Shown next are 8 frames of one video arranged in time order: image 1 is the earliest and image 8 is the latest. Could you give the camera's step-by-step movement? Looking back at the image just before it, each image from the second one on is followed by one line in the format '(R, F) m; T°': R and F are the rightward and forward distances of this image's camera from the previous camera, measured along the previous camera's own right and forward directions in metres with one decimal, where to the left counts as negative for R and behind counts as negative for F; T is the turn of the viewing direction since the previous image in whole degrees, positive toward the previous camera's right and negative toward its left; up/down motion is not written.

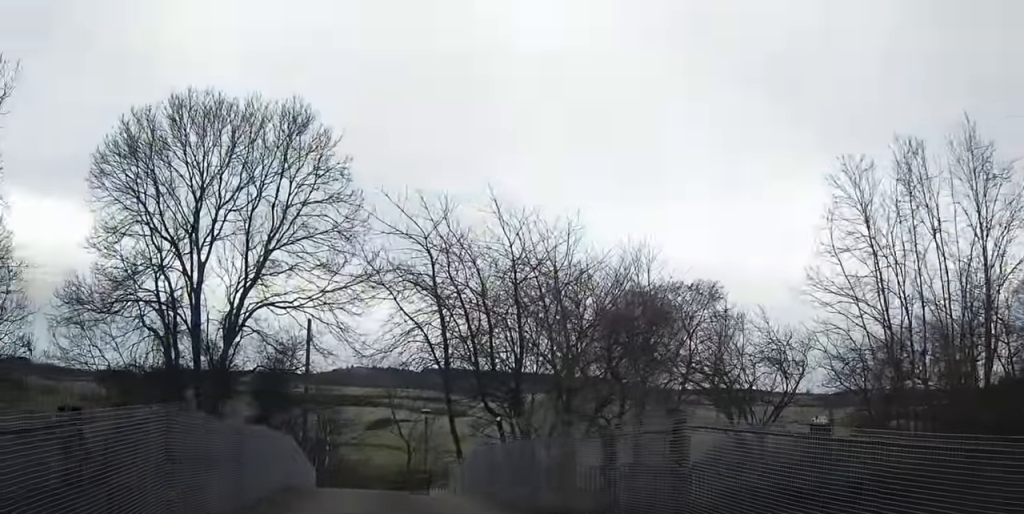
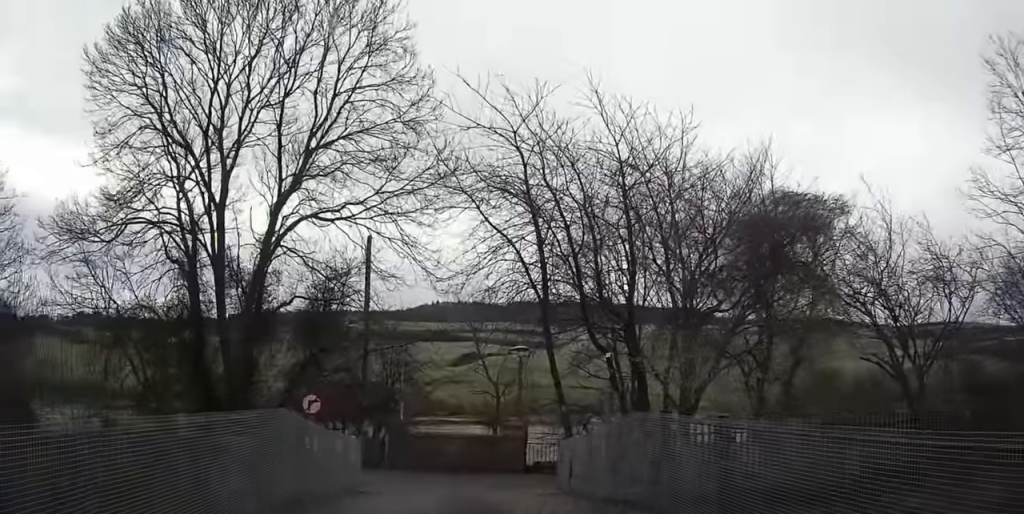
(-0.8, +6.6) m; -9°
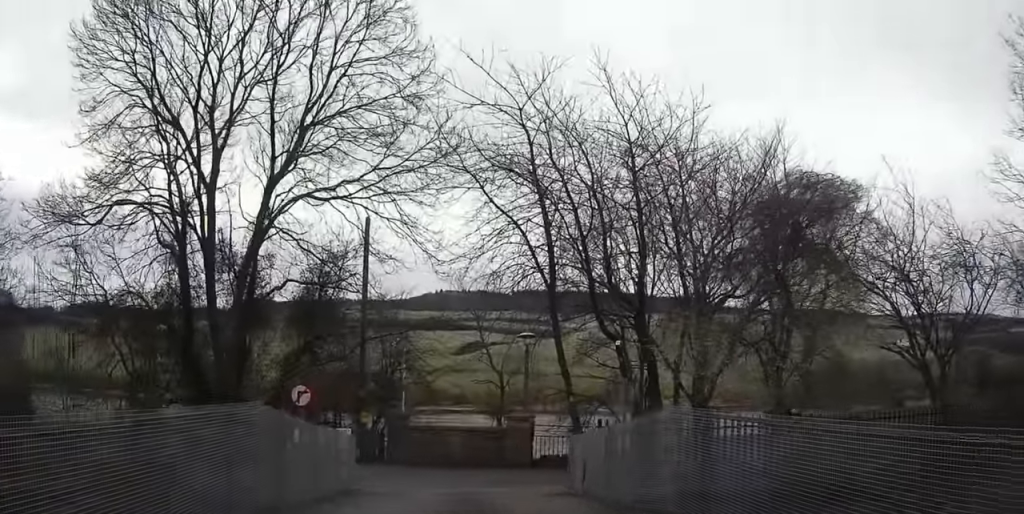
(0.0, +1.0) m; -2°
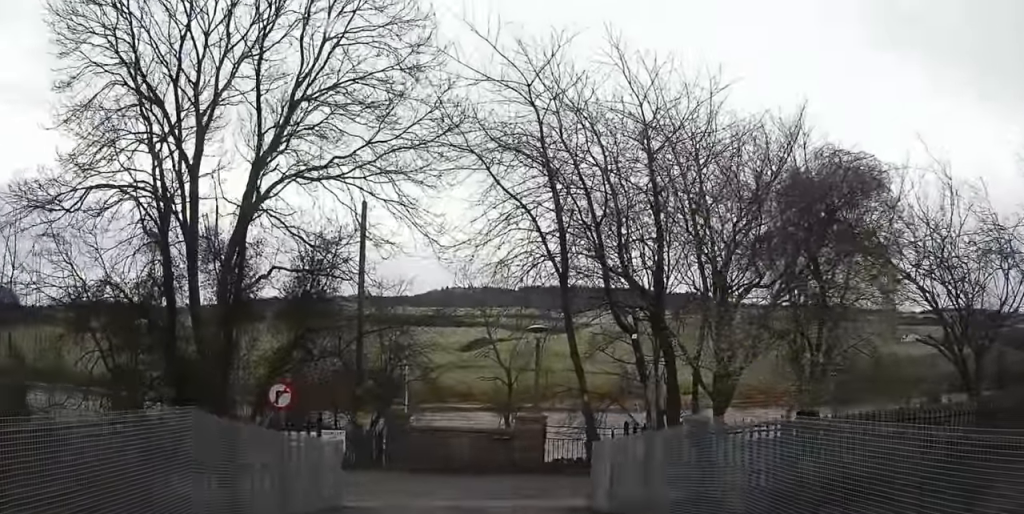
(0.0, +1.5) m; -5°
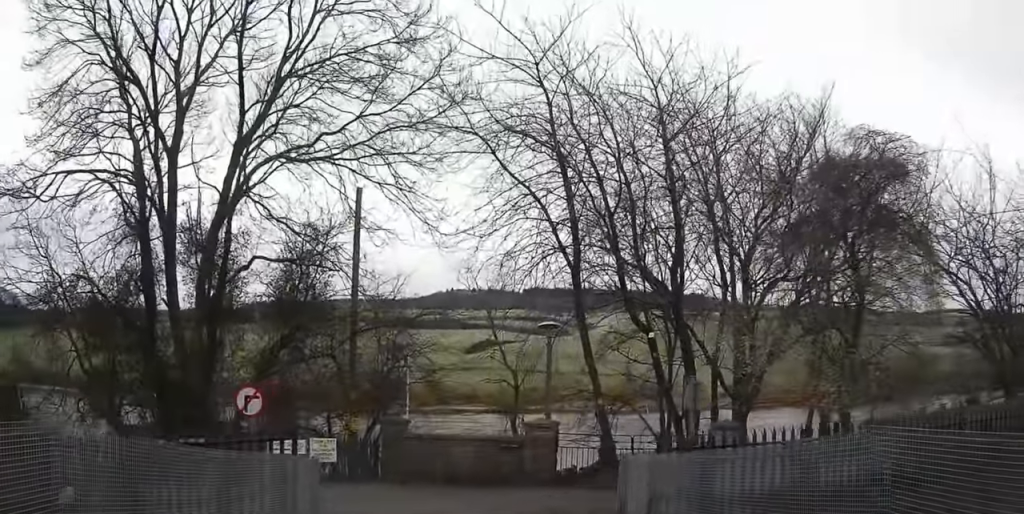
(-0.1, +1.4) m; -6°
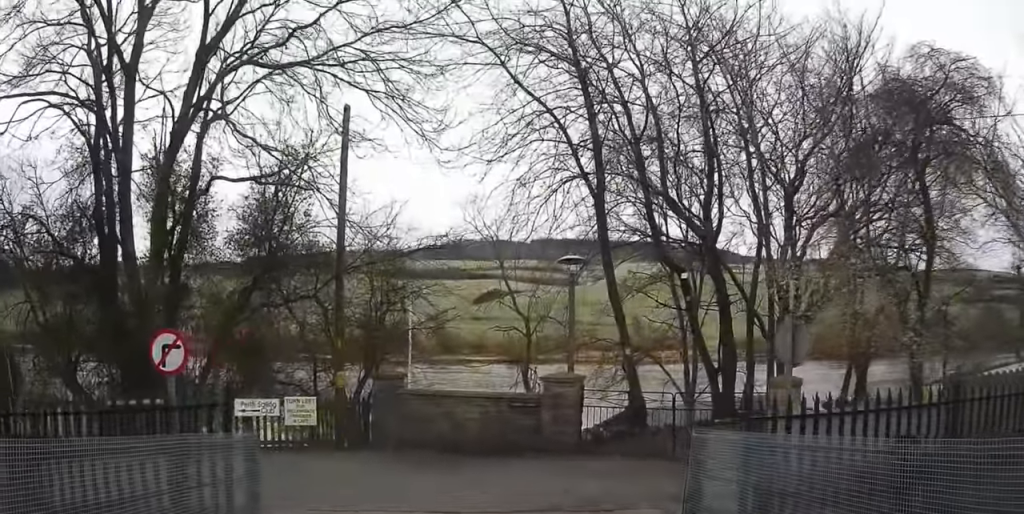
(-0.1, +2.1) m; -2°
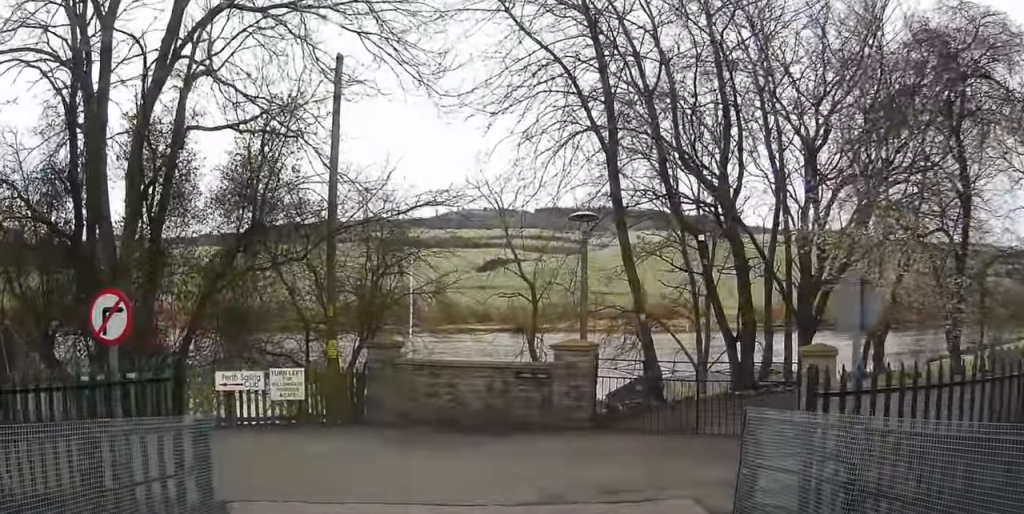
(0.0, +0.9) m; 0°
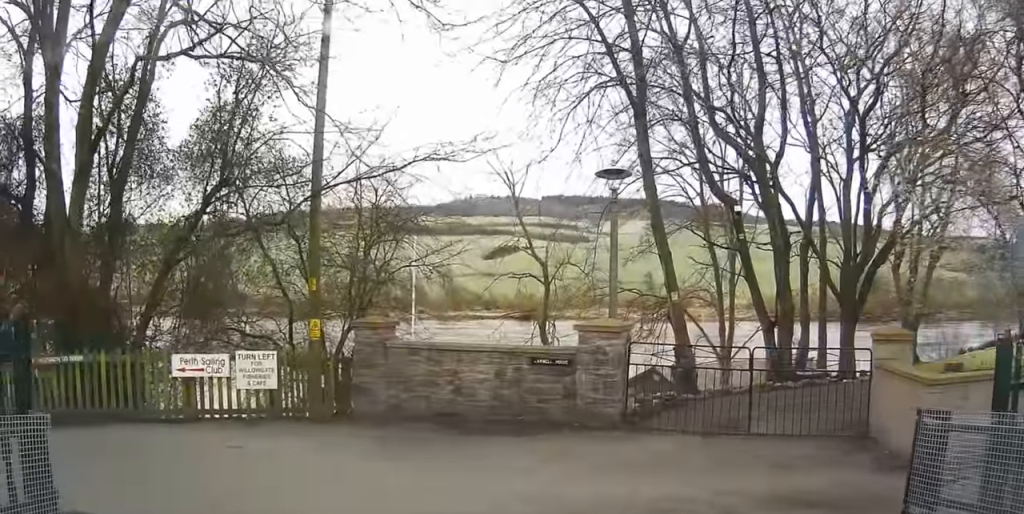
(+0.1, +1.3) m; 0°
